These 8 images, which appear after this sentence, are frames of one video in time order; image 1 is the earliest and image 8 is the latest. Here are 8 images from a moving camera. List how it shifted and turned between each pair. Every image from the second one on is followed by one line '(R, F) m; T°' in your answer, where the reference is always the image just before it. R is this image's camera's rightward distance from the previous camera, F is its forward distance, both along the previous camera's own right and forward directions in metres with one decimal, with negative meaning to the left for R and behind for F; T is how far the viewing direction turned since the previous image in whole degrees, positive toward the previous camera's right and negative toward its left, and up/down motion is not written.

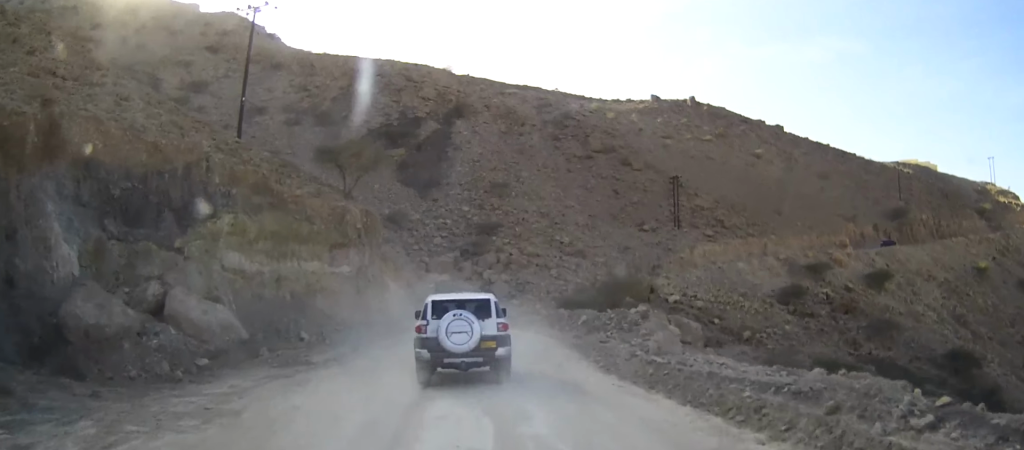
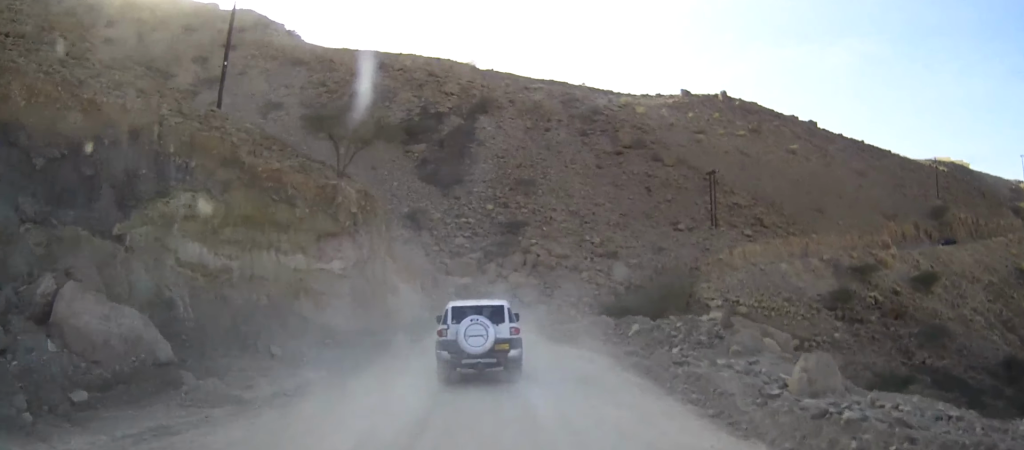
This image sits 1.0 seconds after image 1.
(-0.3, +6.6) m; -4°
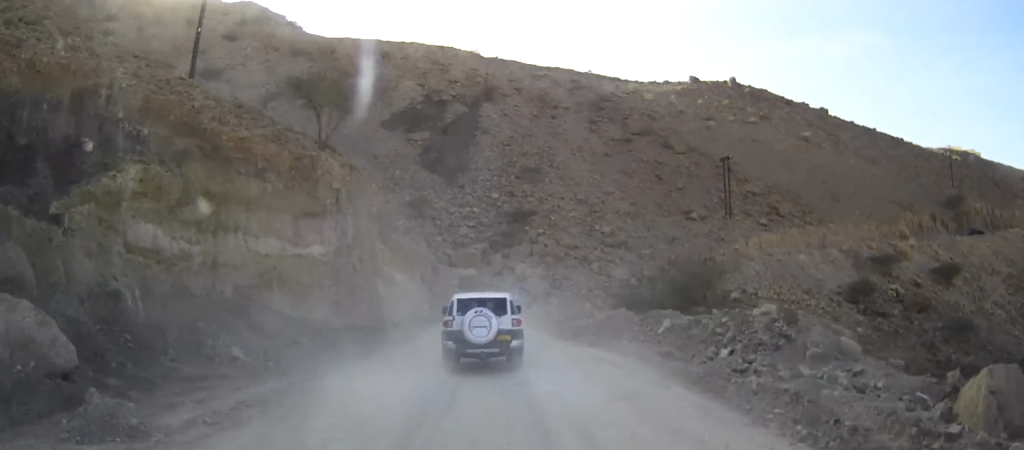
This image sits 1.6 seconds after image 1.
(-0.1, +4.1) m; -1°
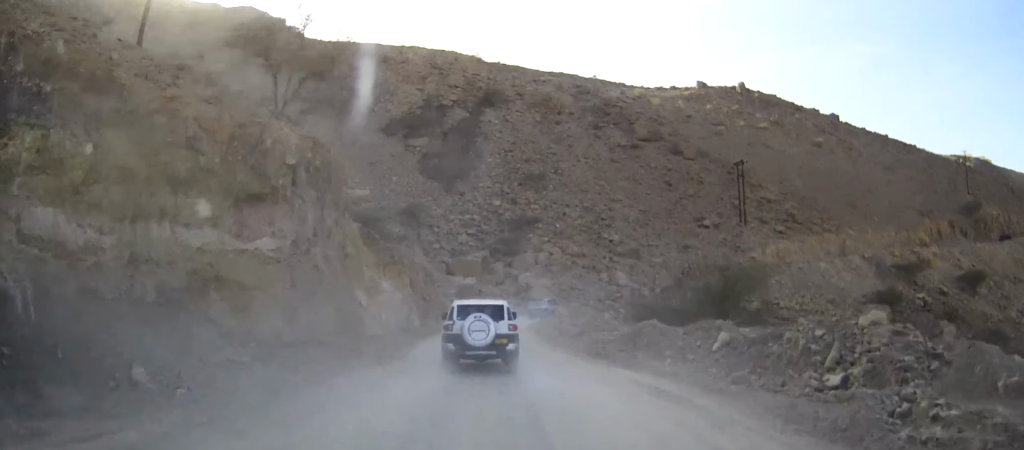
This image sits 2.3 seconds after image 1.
(-0.1, +5.5) m; -1°
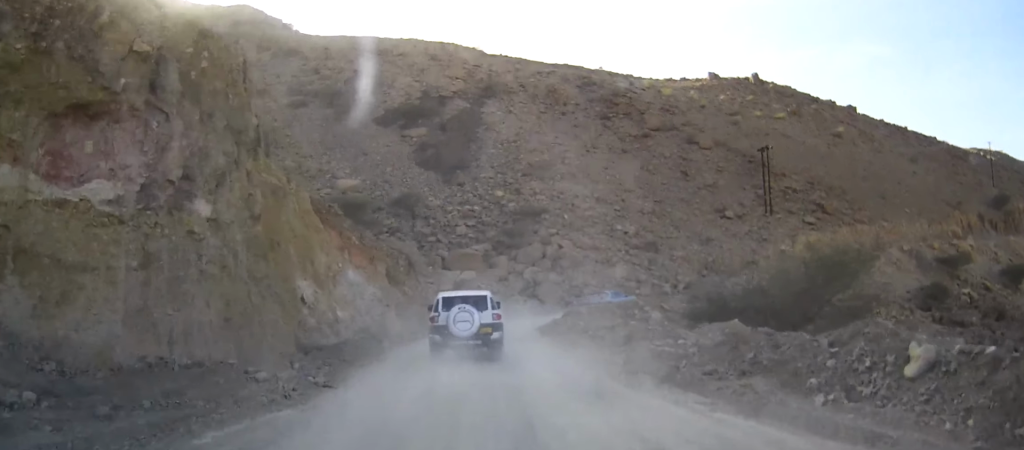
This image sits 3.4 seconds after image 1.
(-0.1, +8.9) m; -1°
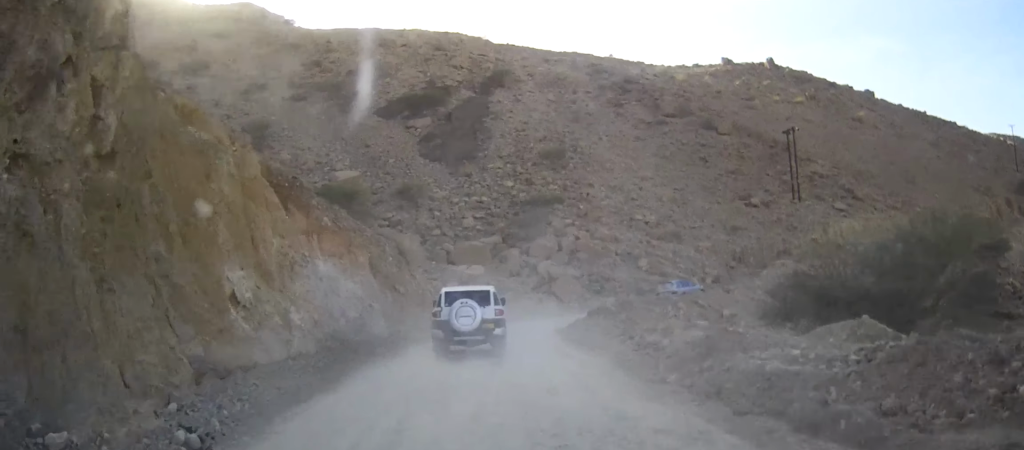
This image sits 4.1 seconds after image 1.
(0.0, +6.2) m; 0°
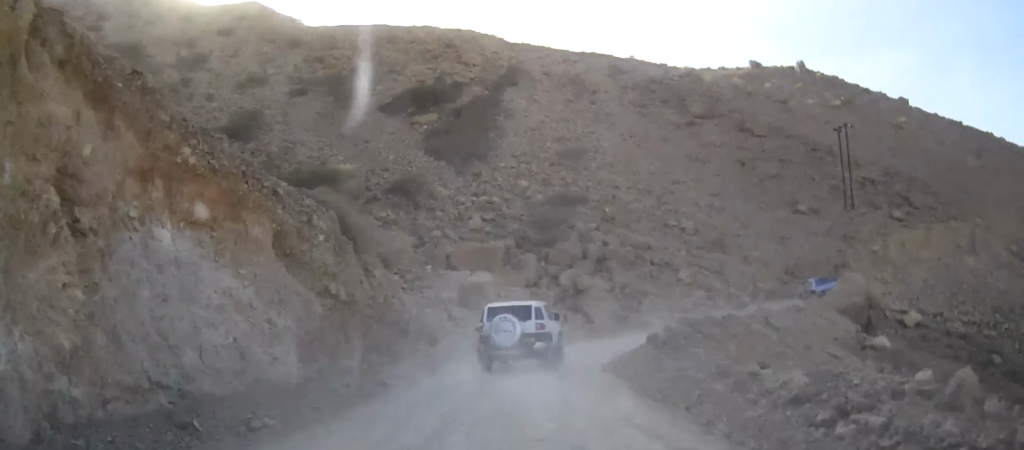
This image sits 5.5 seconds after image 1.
(-0.1, +12.3) m; 0°
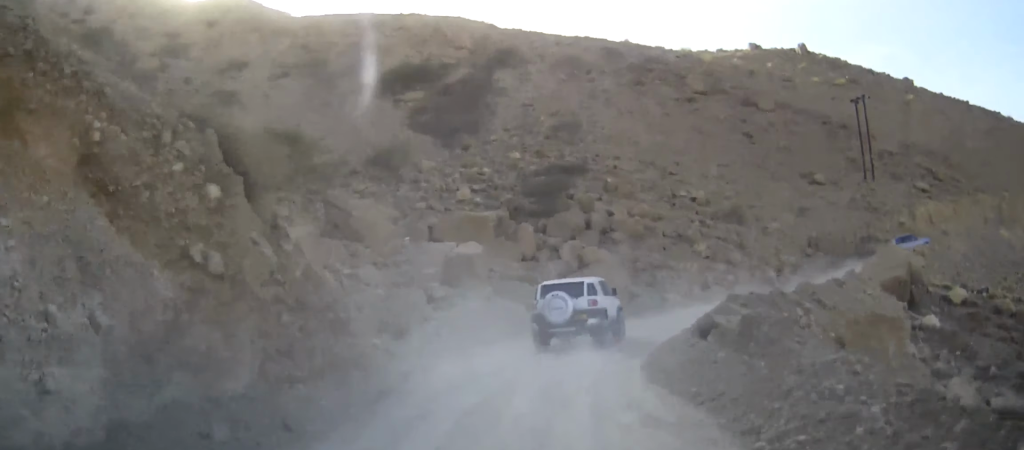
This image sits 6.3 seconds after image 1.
(0.0, +7.1) m; +1°
